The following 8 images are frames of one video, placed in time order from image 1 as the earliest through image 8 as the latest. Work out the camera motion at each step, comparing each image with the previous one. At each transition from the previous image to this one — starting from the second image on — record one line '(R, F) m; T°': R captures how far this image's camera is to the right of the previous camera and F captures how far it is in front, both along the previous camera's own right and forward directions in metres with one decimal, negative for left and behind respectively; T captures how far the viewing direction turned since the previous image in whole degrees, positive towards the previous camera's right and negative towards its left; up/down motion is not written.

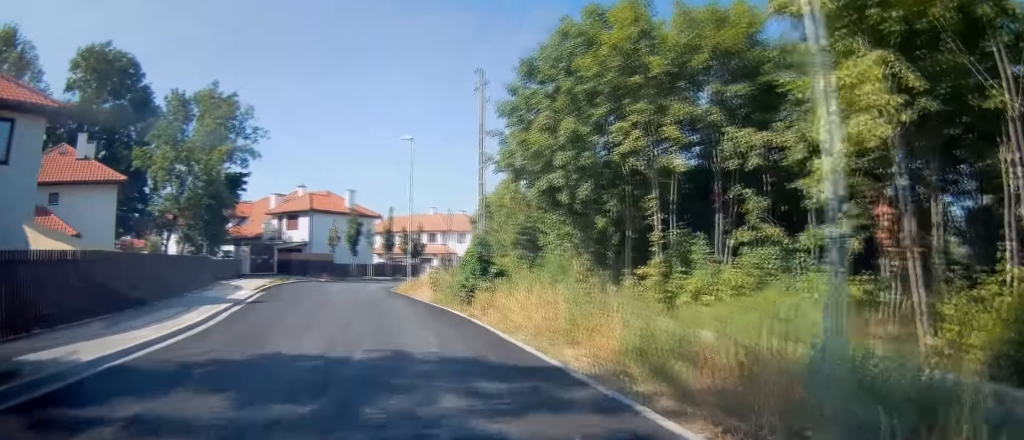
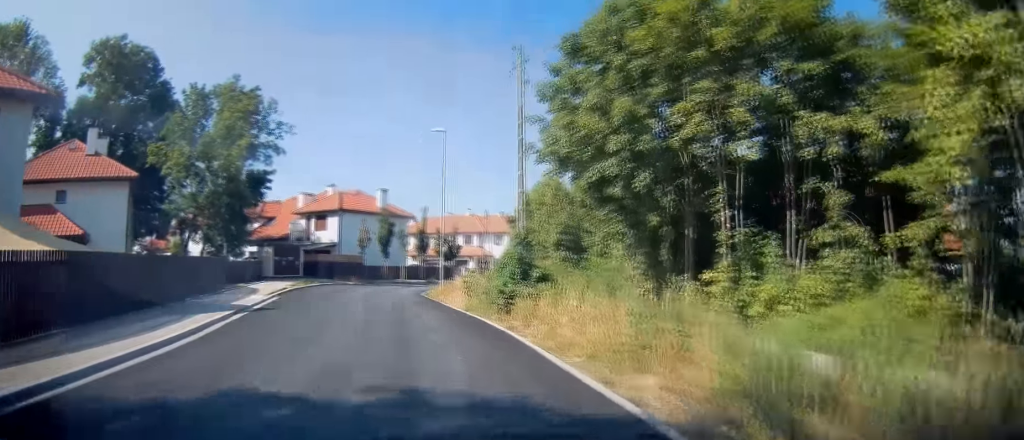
(0.0, +2.7) m; -4°
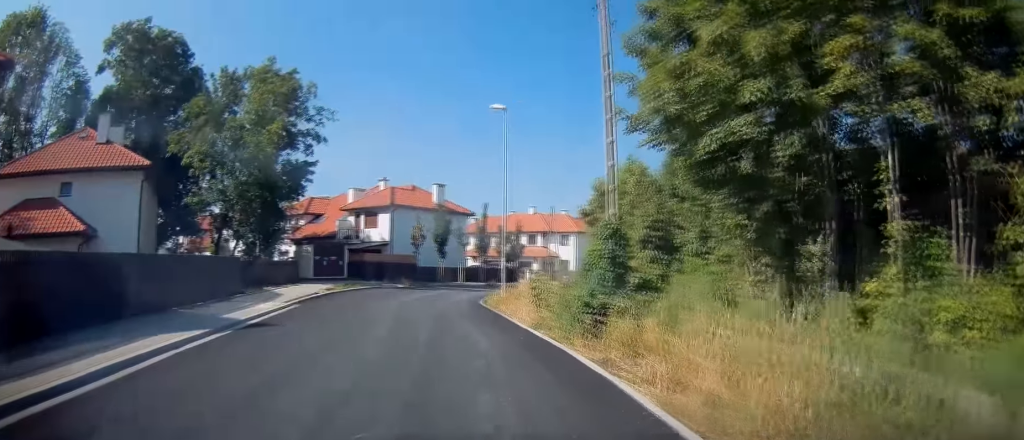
(-0.6, +4.9) m; -3°
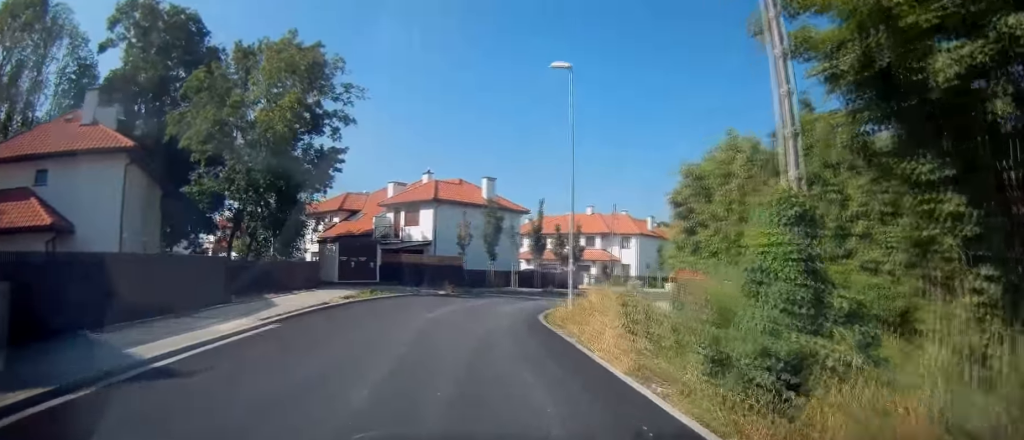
(+0.3, +6.2) m; -2°
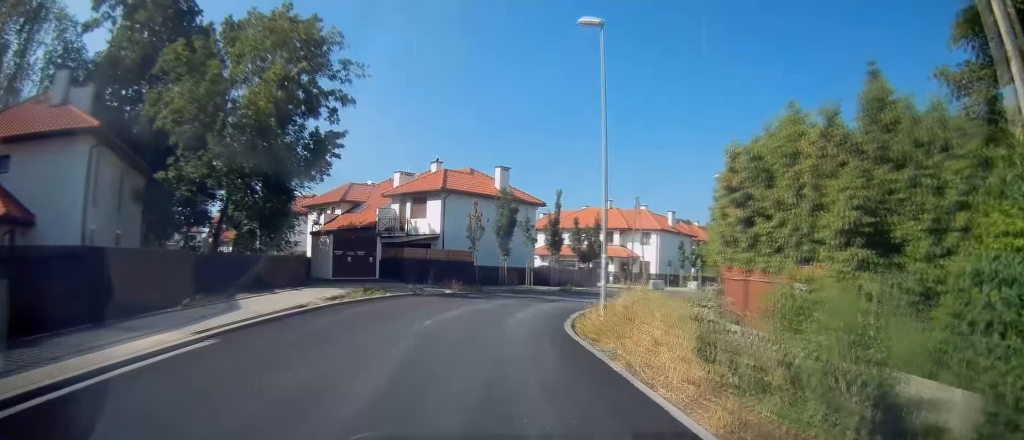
(-0.2, +3.9) m; -6°
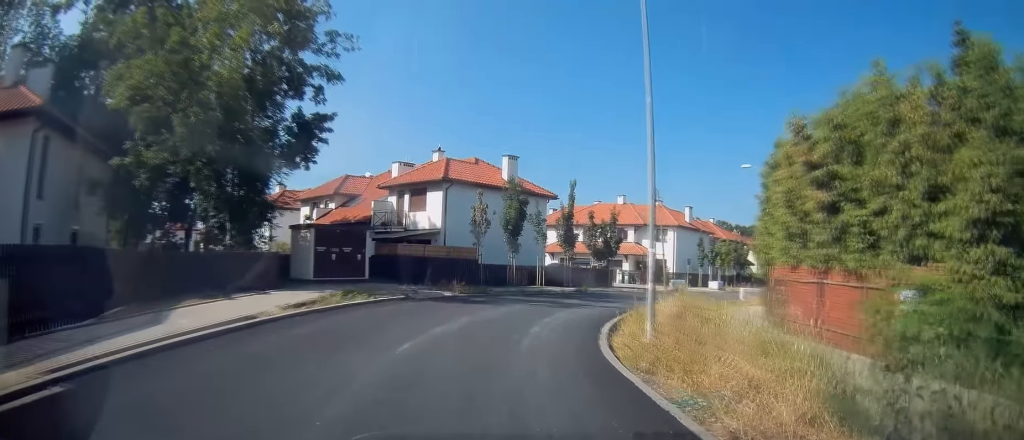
(-0.3, +4.4) m; -2°
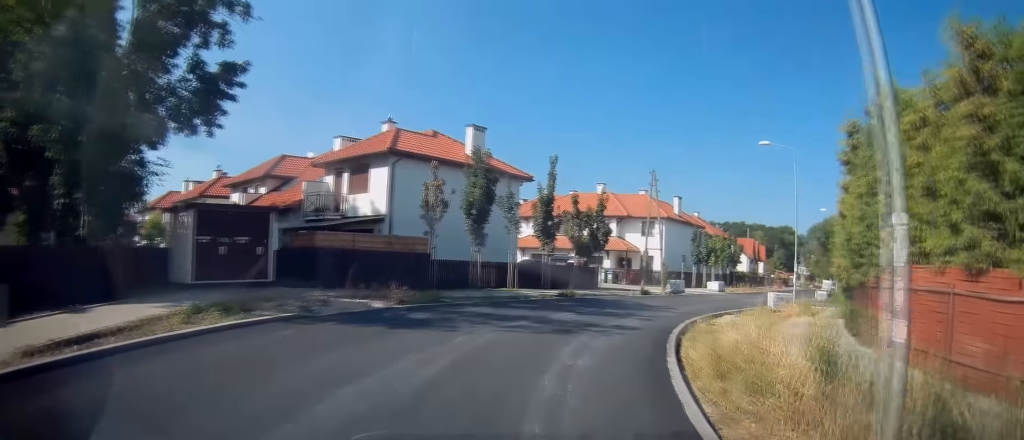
(0.0, +8.7) m; +4°
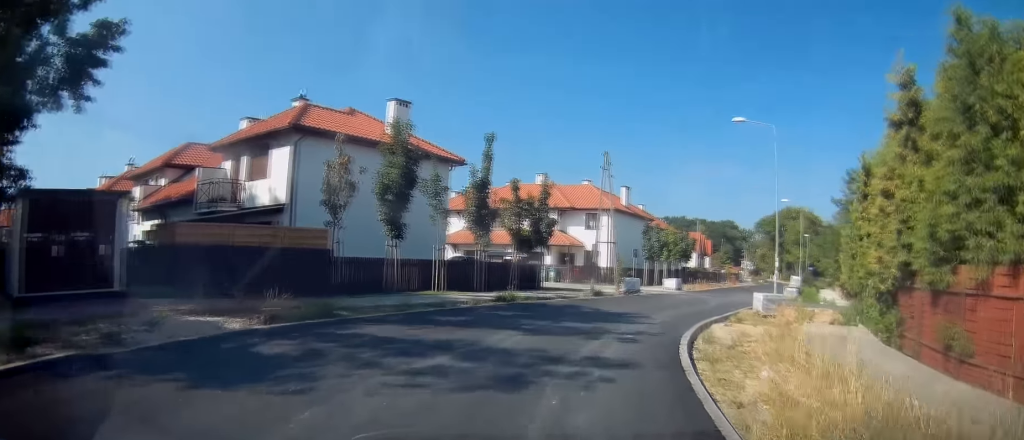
(+0.2, +5.9) m; +7°
